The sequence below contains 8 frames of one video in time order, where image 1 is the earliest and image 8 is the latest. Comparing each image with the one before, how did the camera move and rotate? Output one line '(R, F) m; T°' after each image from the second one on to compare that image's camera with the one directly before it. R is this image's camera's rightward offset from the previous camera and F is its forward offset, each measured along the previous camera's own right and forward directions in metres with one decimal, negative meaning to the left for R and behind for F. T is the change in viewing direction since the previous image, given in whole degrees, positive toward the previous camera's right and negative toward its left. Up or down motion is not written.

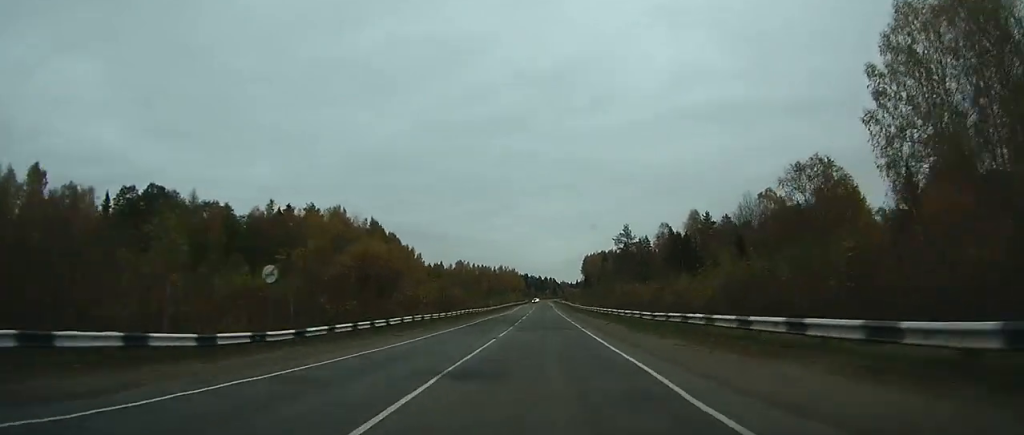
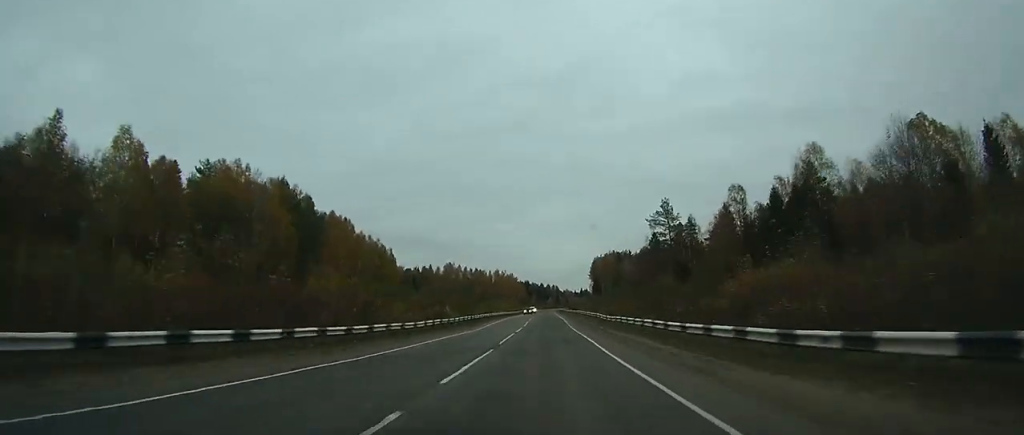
(-0.2, +48.3) m; 0°
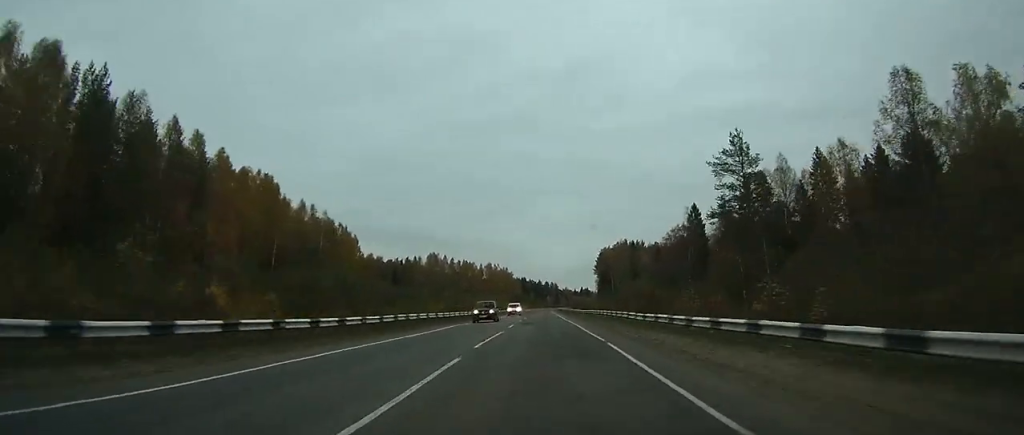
(-0.1, +41.2) m; 0°
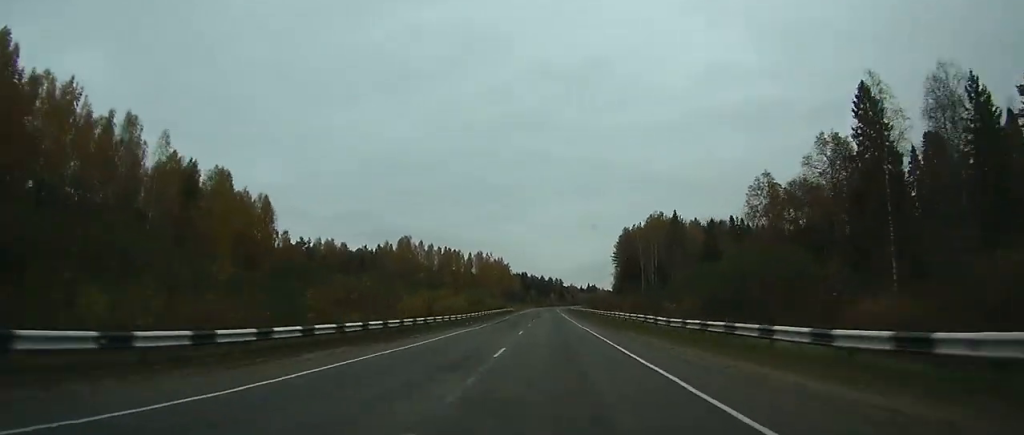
(-0.1, +62.5) m; 0°
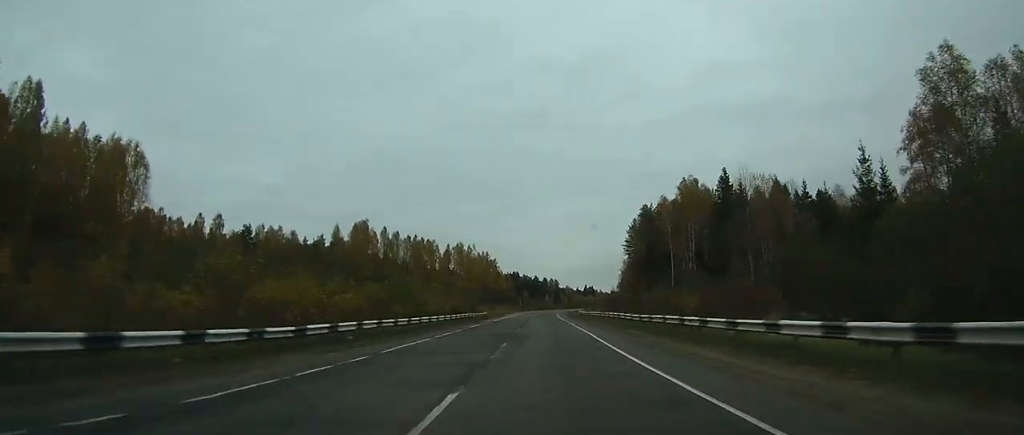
(+0.1, +47.2) m; 0°
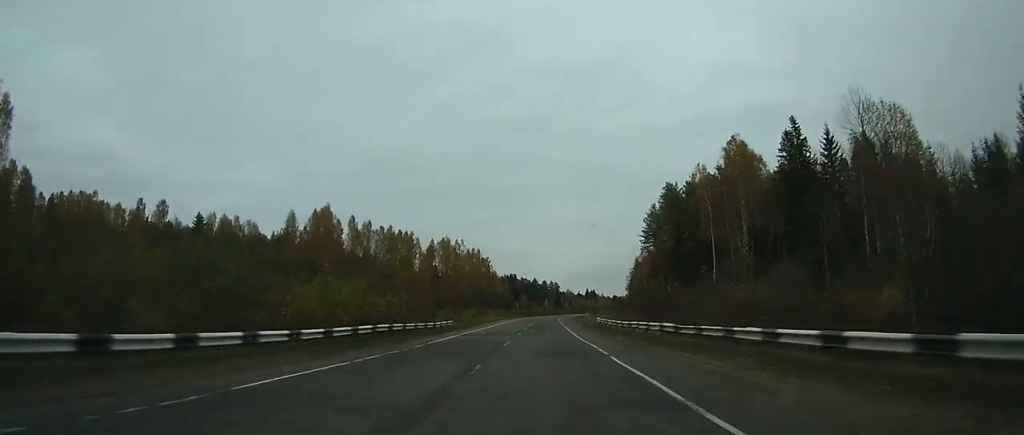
(+0.1, +31.5) m; 0°
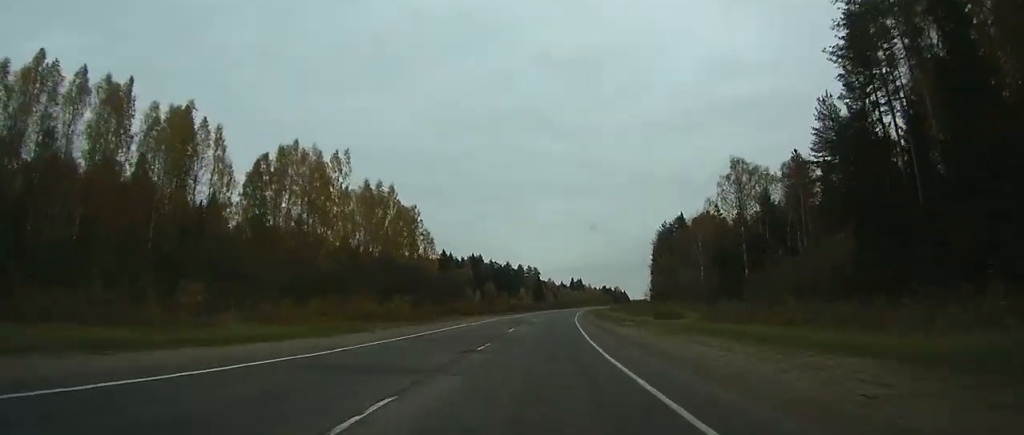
(+1.3, +100.8) m; +3°
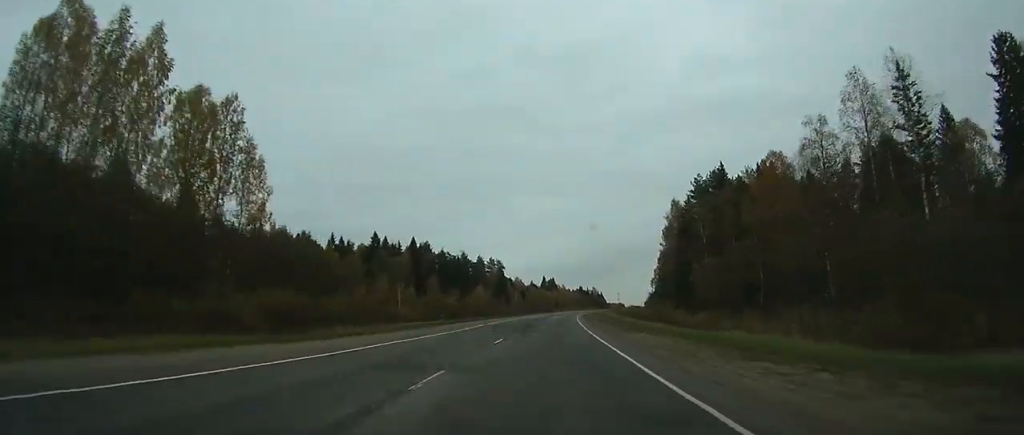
(+1.6, +65.3) m; +3°
